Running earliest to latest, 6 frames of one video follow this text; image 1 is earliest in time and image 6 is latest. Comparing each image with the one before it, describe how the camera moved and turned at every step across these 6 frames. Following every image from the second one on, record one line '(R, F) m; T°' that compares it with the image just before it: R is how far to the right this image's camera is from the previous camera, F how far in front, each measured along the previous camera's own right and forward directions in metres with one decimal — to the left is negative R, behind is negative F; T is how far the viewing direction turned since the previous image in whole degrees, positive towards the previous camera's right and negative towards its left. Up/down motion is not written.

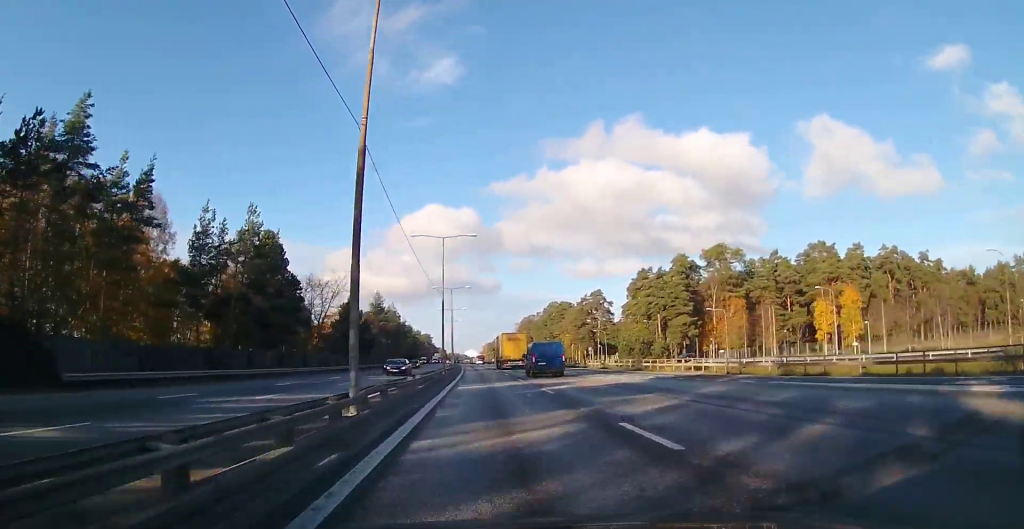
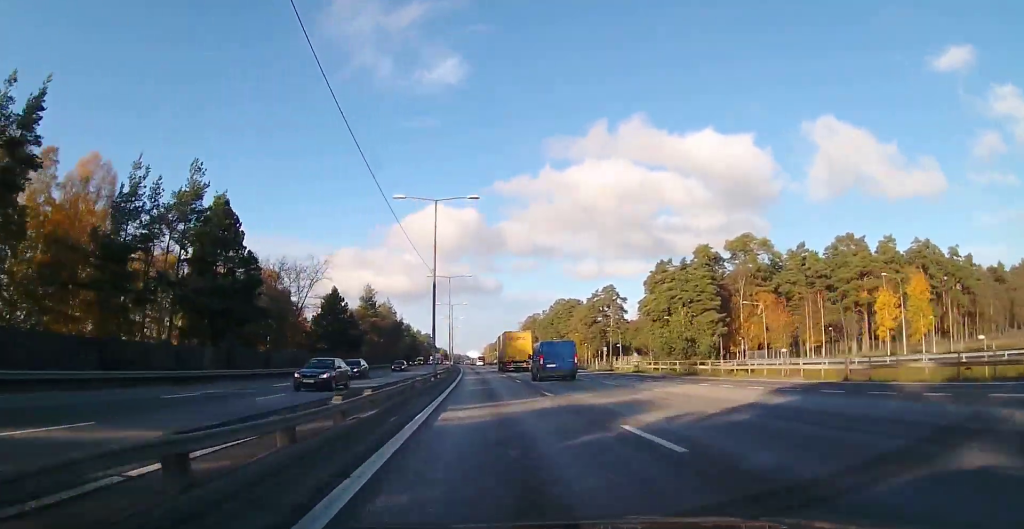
(-0.2, +11.9) m; +1°
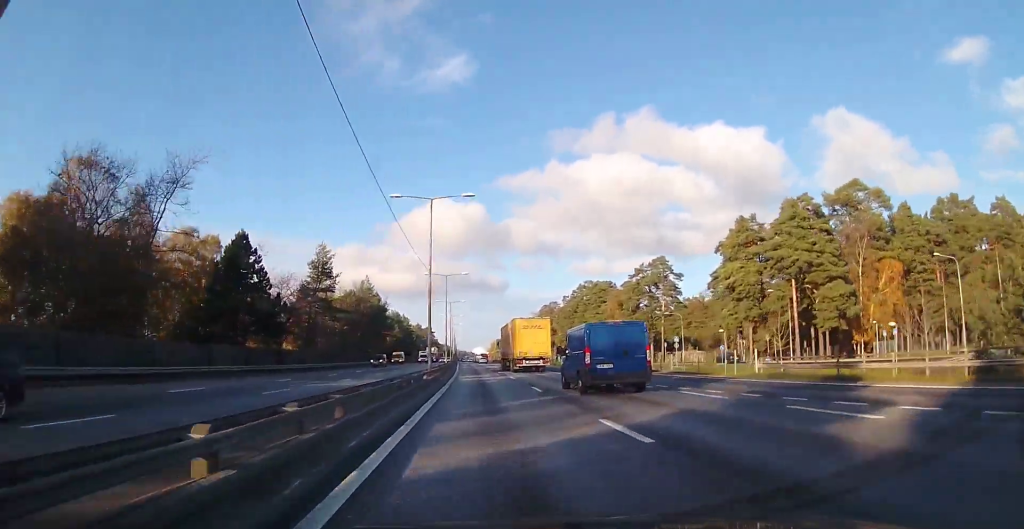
(+0.3, +35.4) m; -1°
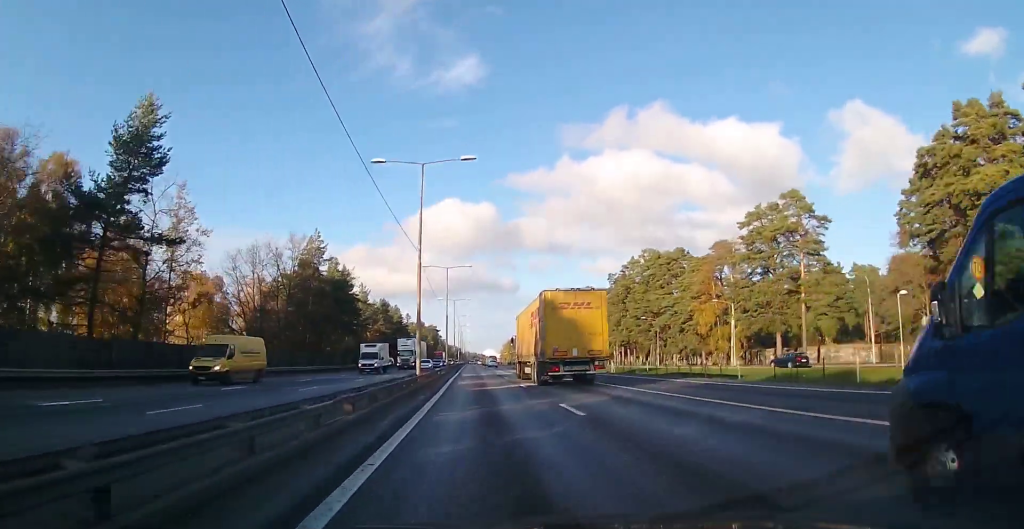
(-1.4, +43.0) m; -3°
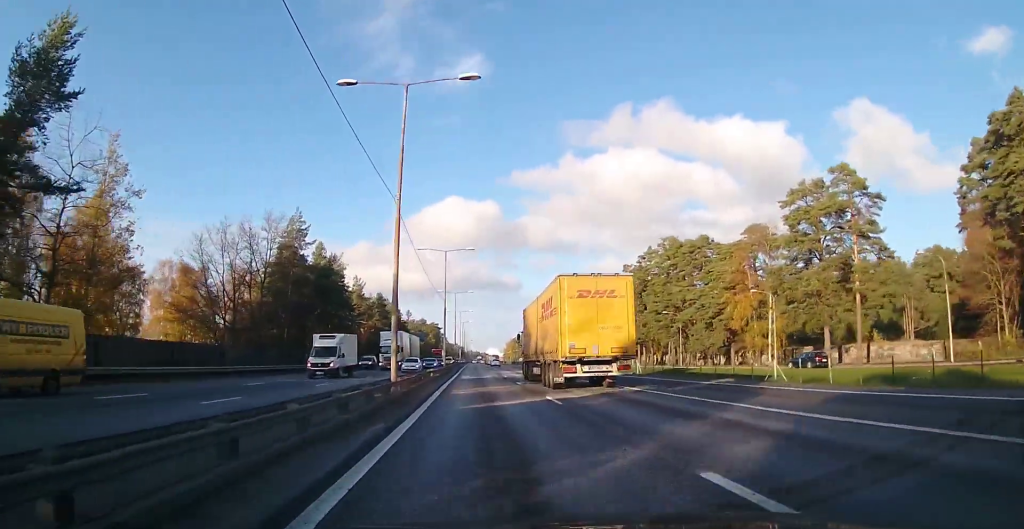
(+0.1, +9.3) m; -1°
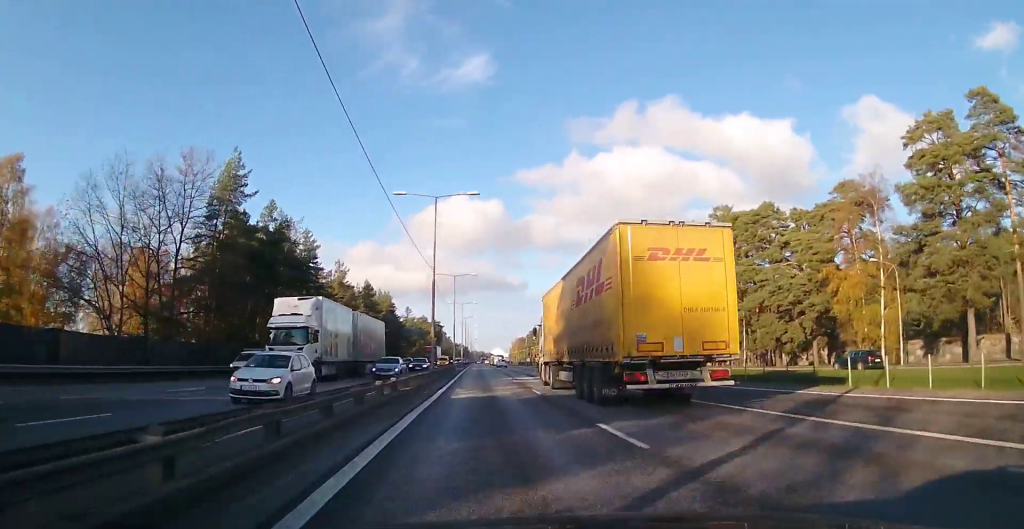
(-0.4, +19.0) m; 0°
